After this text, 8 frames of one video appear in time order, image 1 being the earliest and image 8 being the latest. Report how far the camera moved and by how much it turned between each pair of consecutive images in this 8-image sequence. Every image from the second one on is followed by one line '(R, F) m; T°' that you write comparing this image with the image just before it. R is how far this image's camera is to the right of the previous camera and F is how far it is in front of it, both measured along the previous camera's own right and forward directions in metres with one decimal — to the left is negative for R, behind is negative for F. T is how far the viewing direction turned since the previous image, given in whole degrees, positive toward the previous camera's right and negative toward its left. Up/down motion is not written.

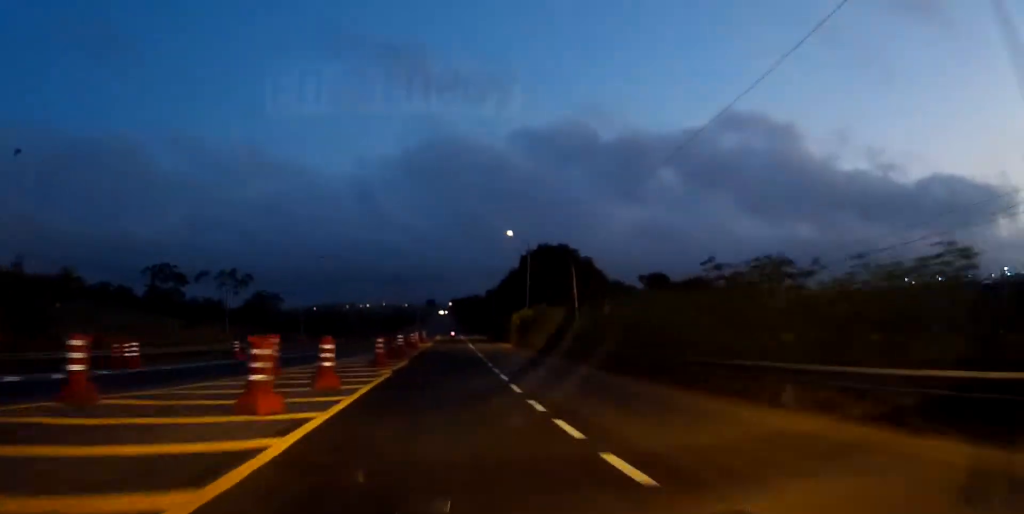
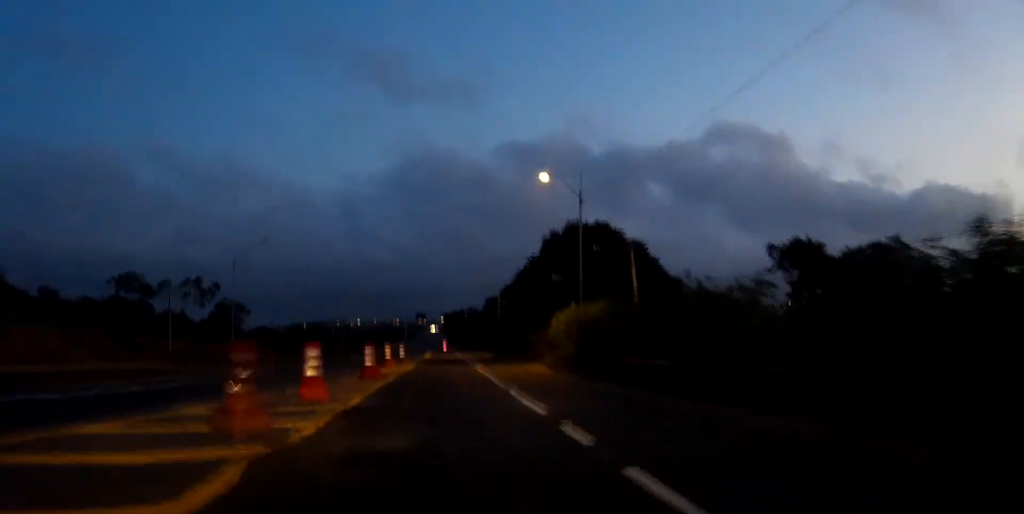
(+0.4, +24.8) m; +1°
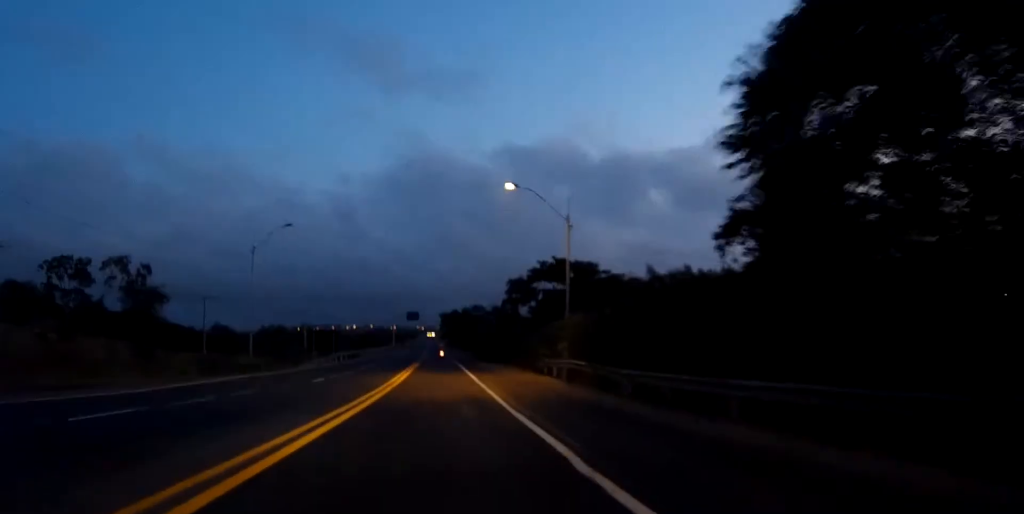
(-0.2, +46.4) m; -1°
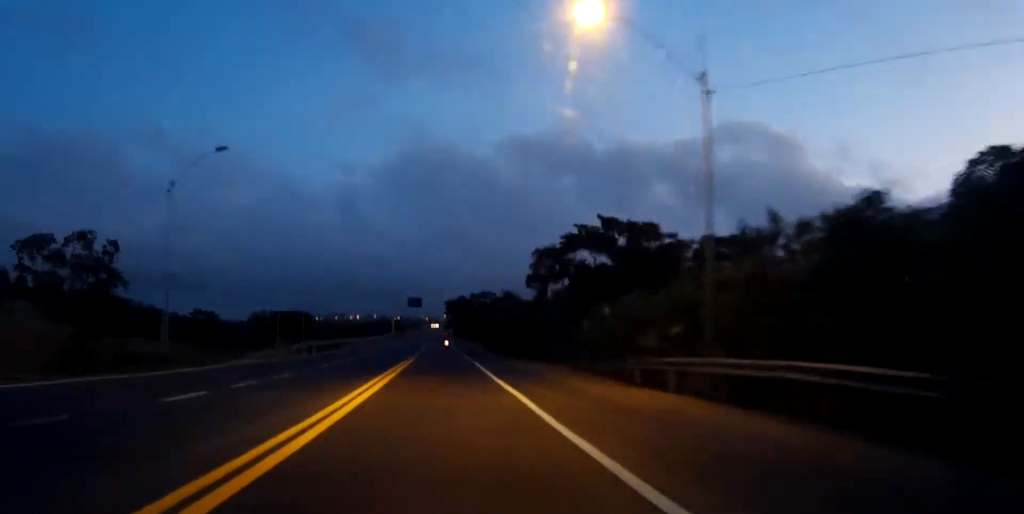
(-0.1, +18.6) m; 0°
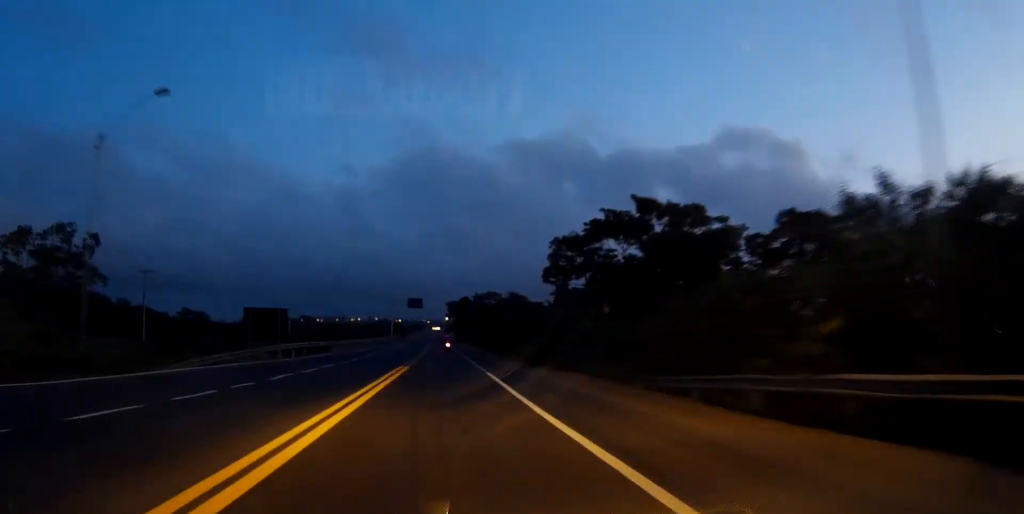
(0.0, +8.9) m; 0°
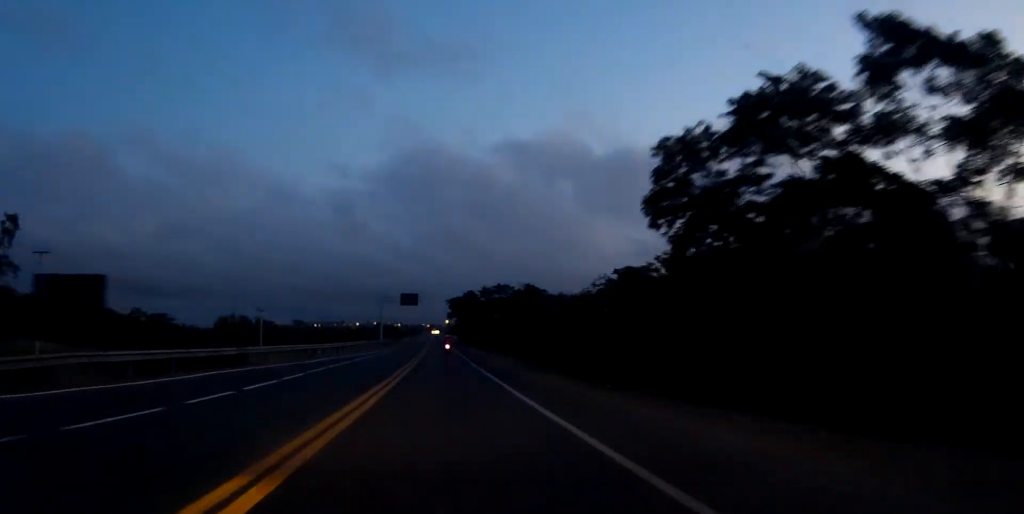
(-0.2, +26.9) m; 0°
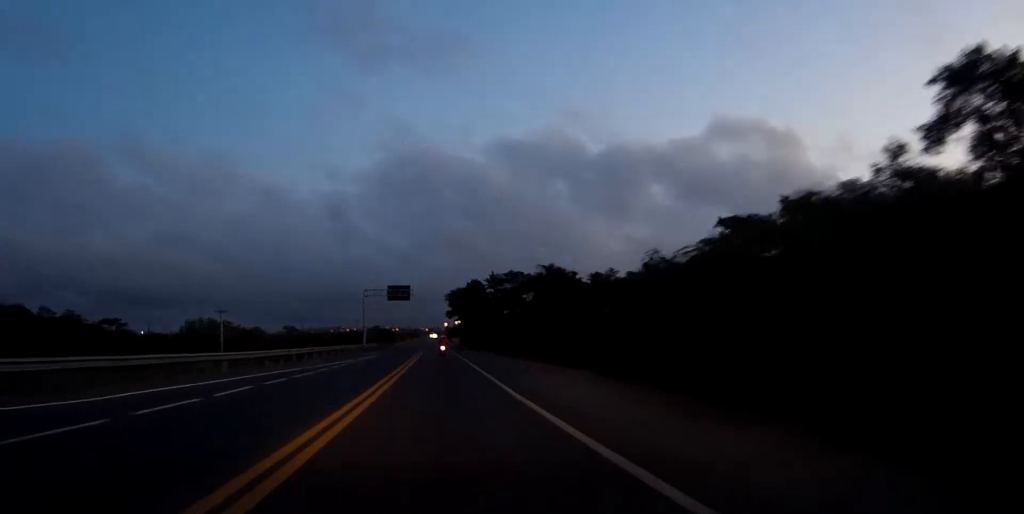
(+0.2, +25.3) m; 0°
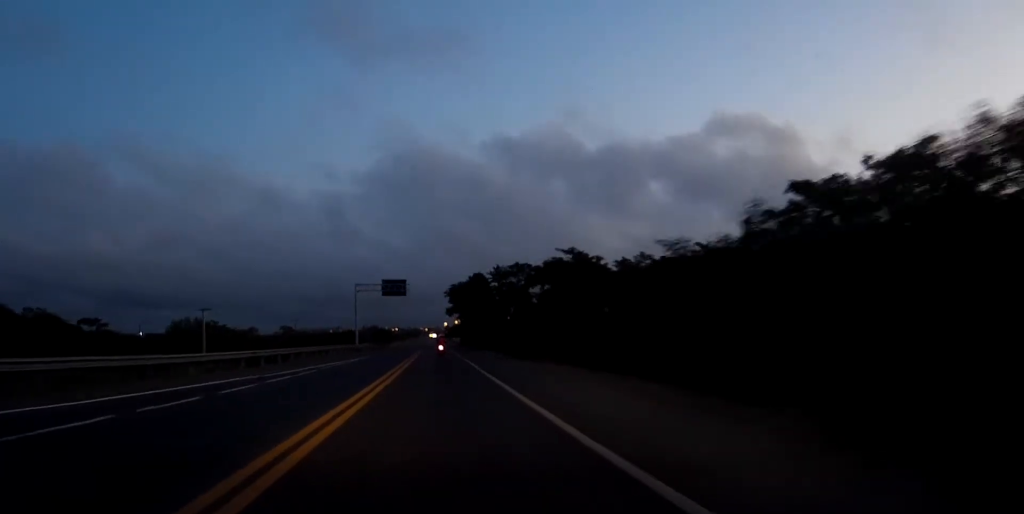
(0.0, +8.9) m; 0°
